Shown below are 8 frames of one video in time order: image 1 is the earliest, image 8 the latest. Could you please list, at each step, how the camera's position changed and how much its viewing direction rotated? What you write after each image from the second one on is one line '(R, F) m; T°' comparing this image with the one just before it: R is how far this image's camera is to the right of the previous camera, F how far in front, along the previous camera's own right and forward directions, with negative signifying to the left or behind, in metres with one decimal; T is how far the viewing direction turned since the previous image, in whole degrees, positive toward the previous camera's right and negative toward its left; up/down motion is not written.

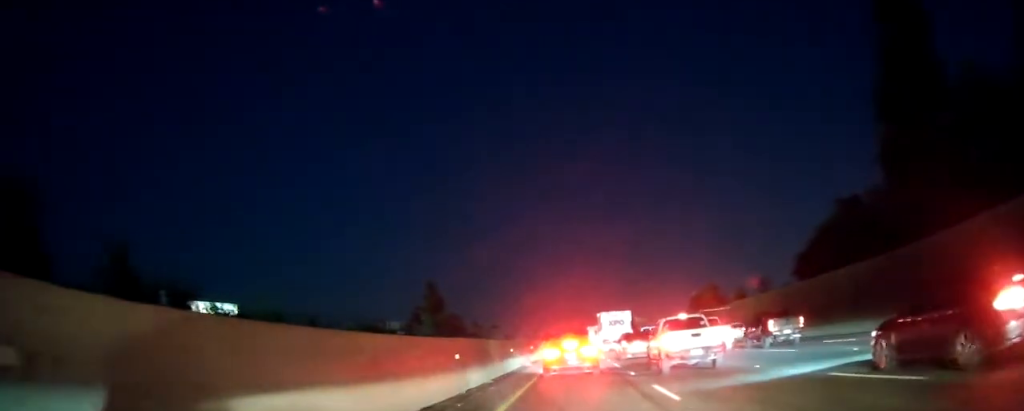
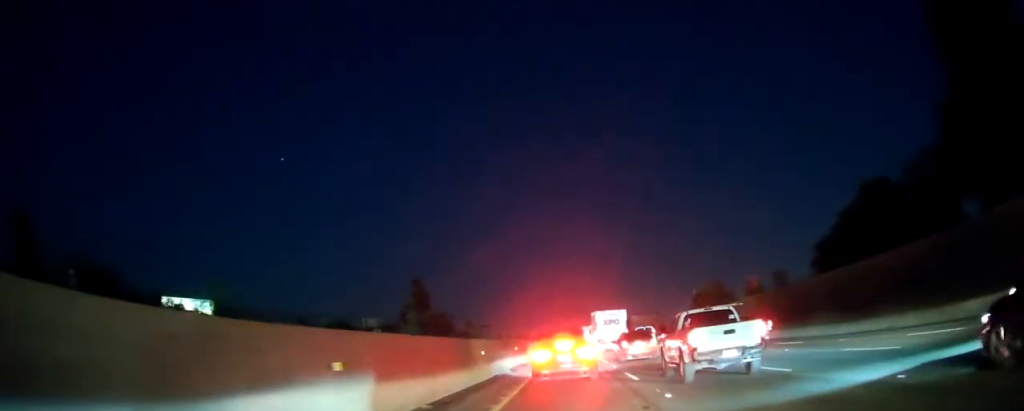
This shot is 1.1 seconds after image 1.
(0.0, +9.5) m; 0°
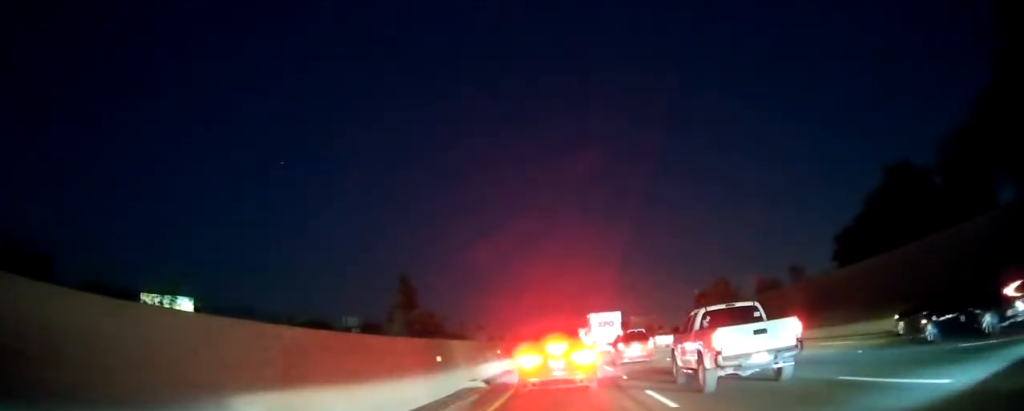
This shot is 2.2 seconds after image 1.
(0.0, +8.4) m; 0°
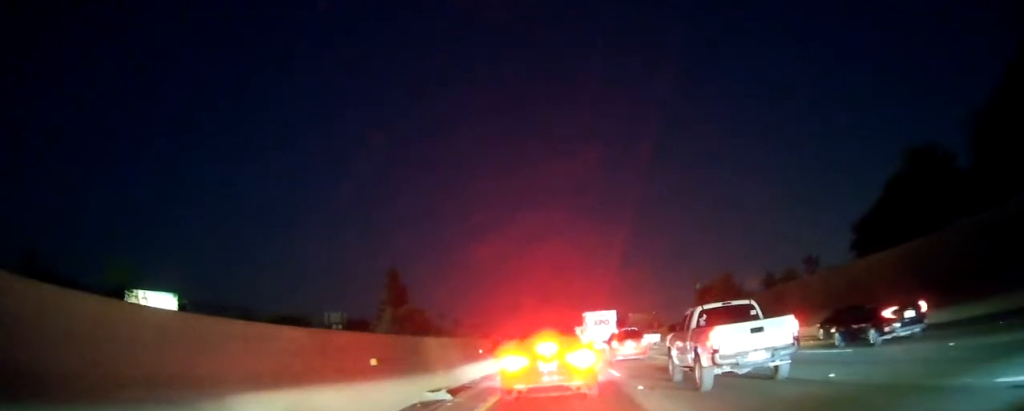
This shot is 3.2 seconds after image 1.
(0.0, +6.1) m; 0°
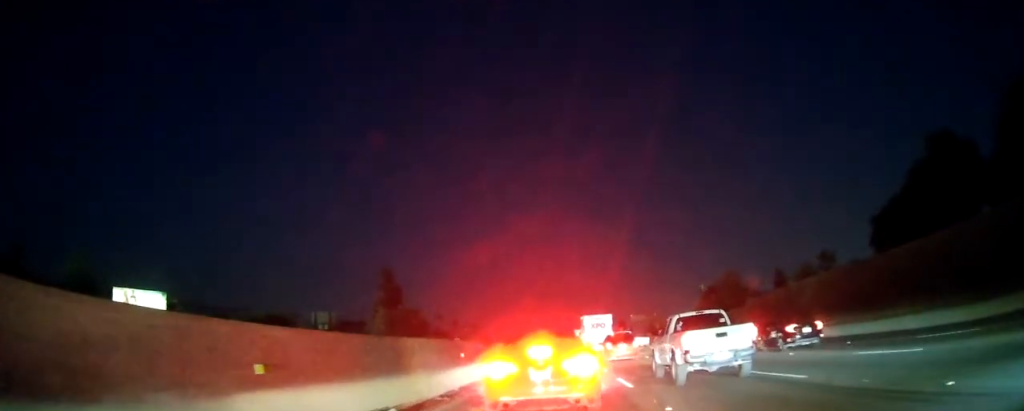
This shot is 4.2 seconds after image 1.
(0.0, +5.4) m; 0°
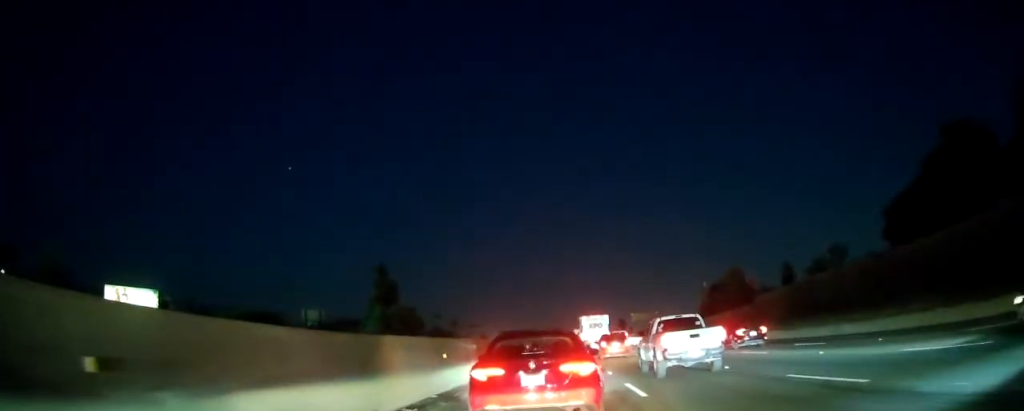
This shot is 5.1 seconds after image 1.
(0.0, +3.4) m; 0°
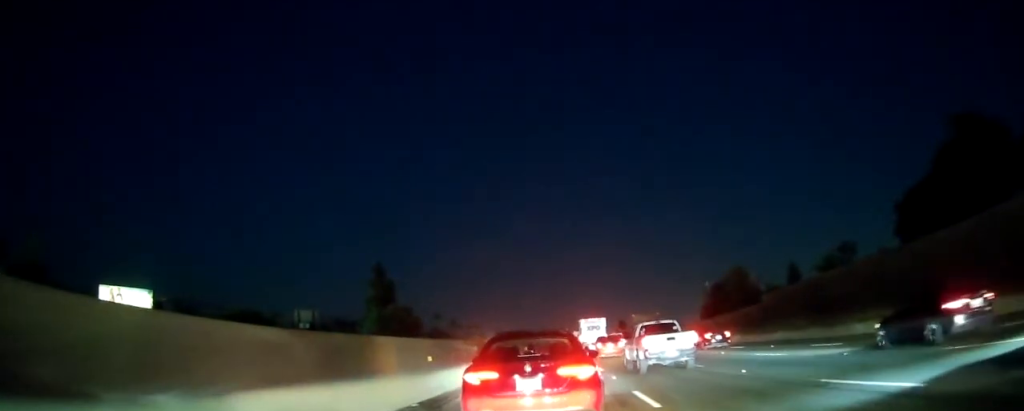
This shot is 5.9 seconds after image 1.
(0.0, +2.4) m; +4°
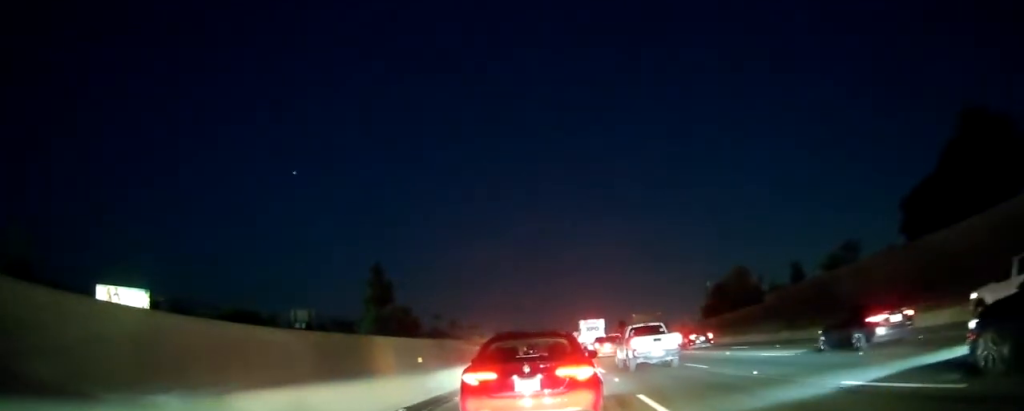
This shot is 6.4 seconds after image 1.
(0.0, +1.3) m; +1°
